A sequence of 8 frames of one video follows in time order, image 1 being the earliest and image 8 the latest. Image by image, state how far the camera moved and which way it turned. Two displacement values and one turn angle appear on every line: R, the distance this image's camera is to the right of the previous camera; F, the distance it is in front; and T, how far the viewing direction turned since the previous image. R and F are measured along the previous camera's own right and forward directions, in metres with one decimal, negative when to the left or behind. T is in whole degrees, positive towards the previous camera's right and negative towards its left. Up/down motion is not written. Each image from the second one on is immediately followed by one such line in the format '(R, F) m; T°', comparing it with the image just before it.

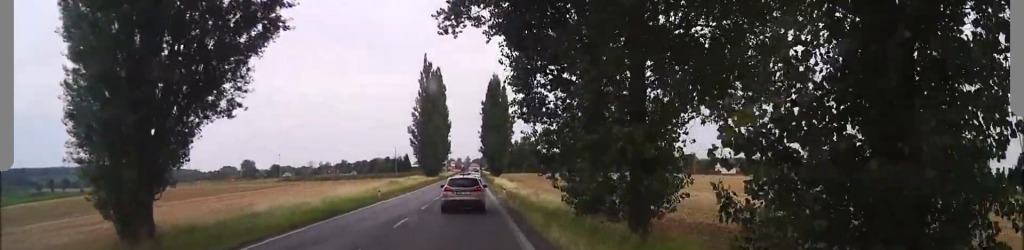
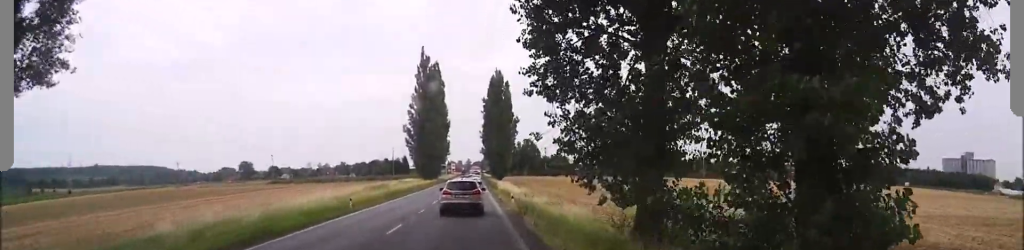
(+0.7, +10.2) m; +2°
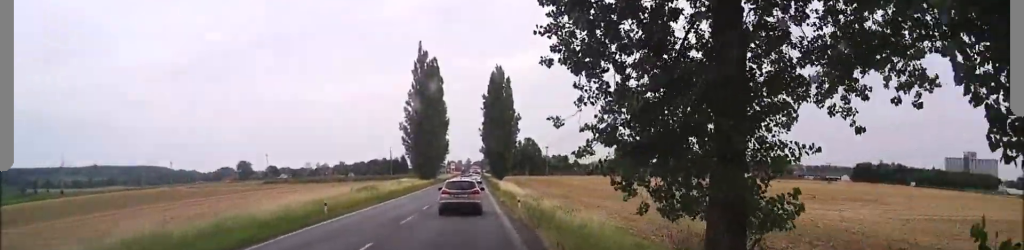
(-0.2, +5.7) m; 0°
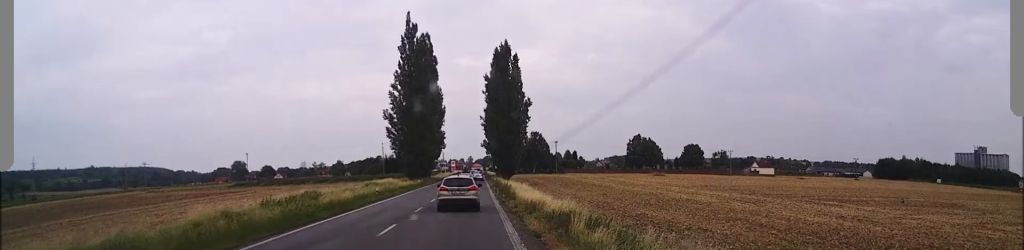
(-0.1, +21.8) m; -1°
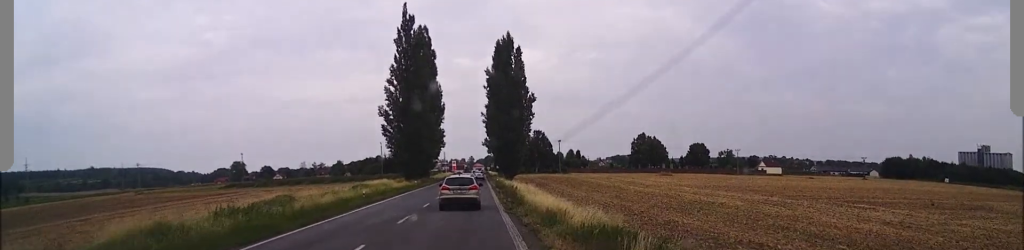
(-0.1, +5.9) m; -1°
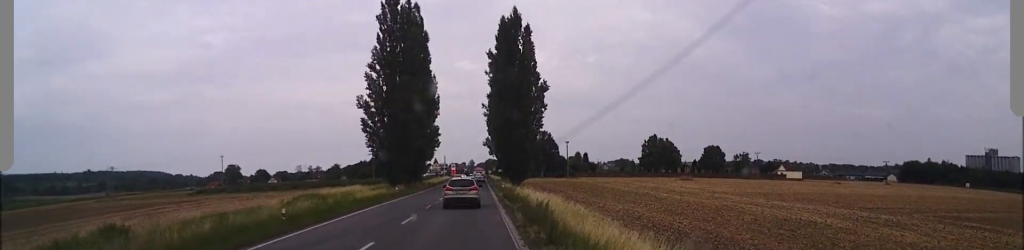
(-0.6, +17.7) m; -4°
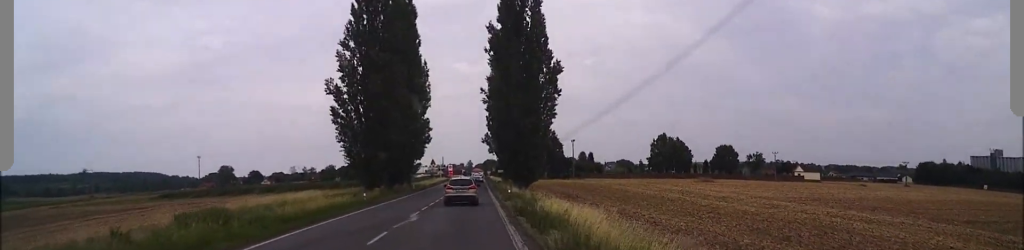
(-0.1, +15.7) m; +3°
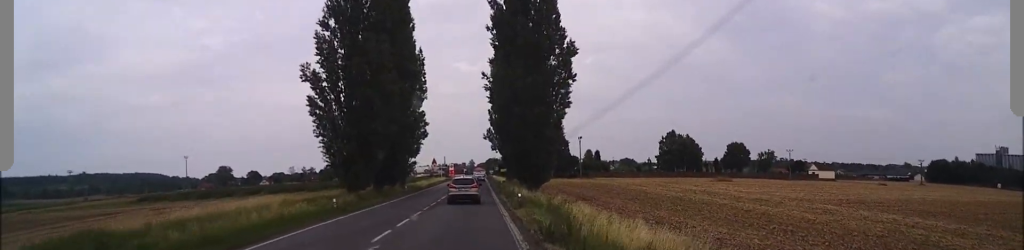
(+0.3, +9.0) m; +3°
